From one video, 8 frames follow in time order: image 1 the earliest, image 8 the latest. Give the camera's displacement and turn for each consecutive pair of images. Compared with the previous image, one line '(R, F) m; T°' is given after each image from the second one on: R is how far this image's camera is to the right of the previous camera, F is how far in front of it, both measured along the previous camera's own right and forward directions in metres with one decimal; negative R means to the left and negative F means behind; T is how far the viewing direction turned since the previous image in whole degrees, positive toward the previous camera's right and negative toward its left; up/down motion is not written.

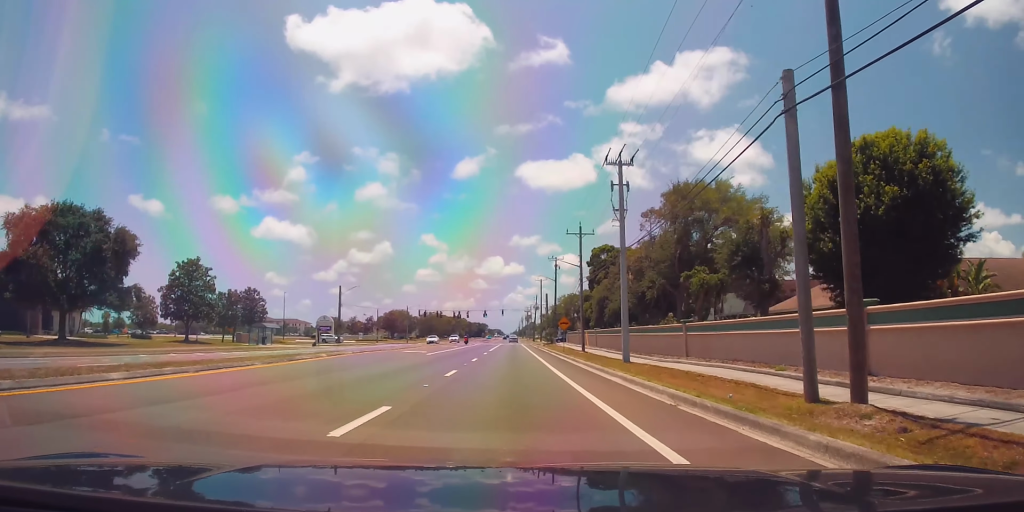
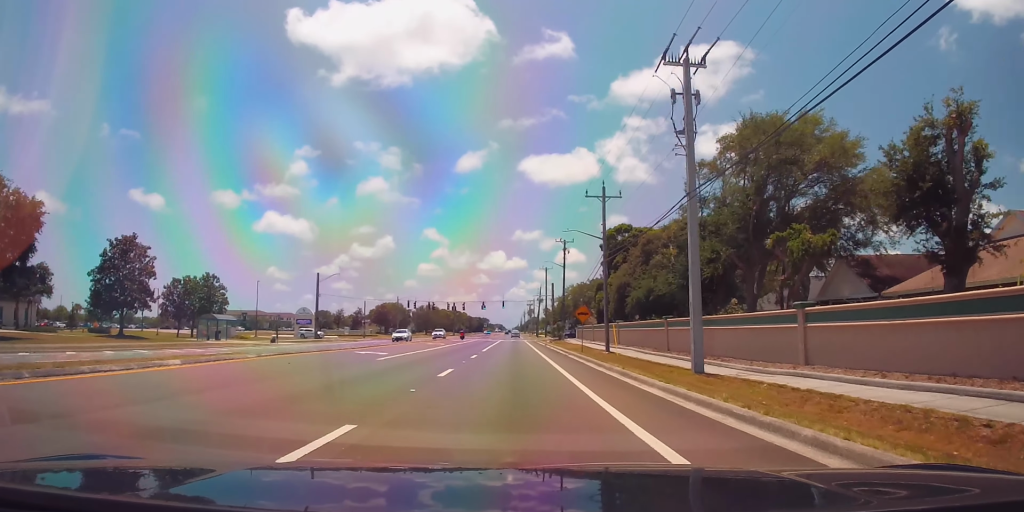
(0.0, +14.9) m; 0°
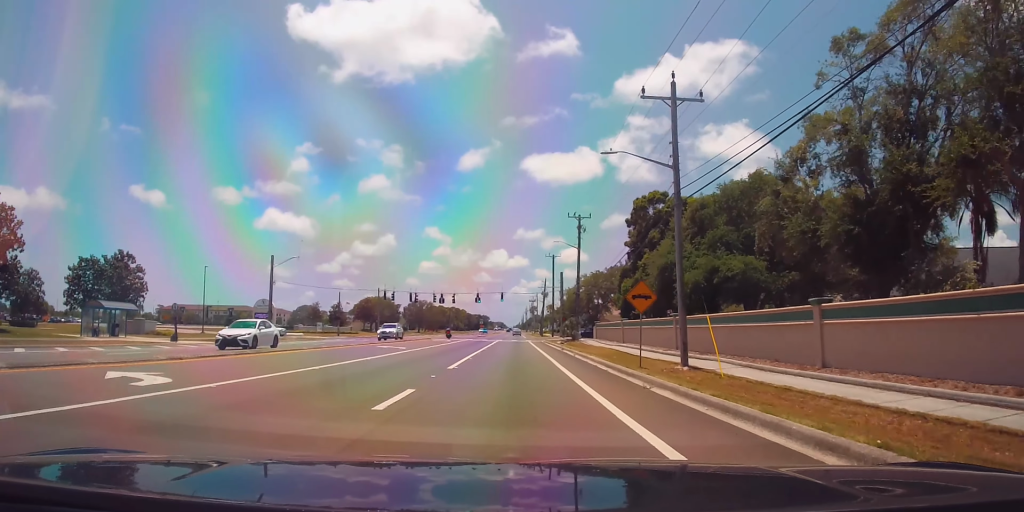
(0.0, +19.9) m; -1°
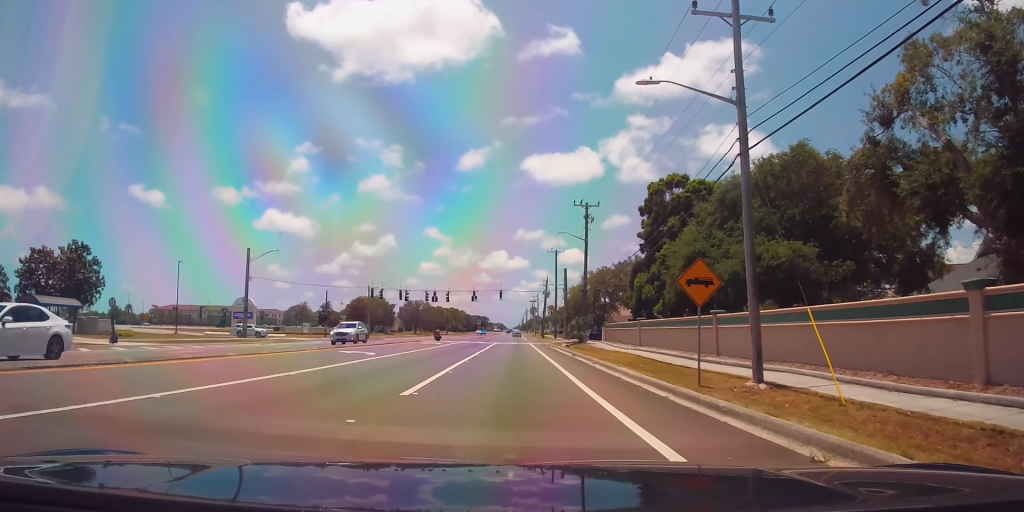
(0.0, +7.4) m; 0°
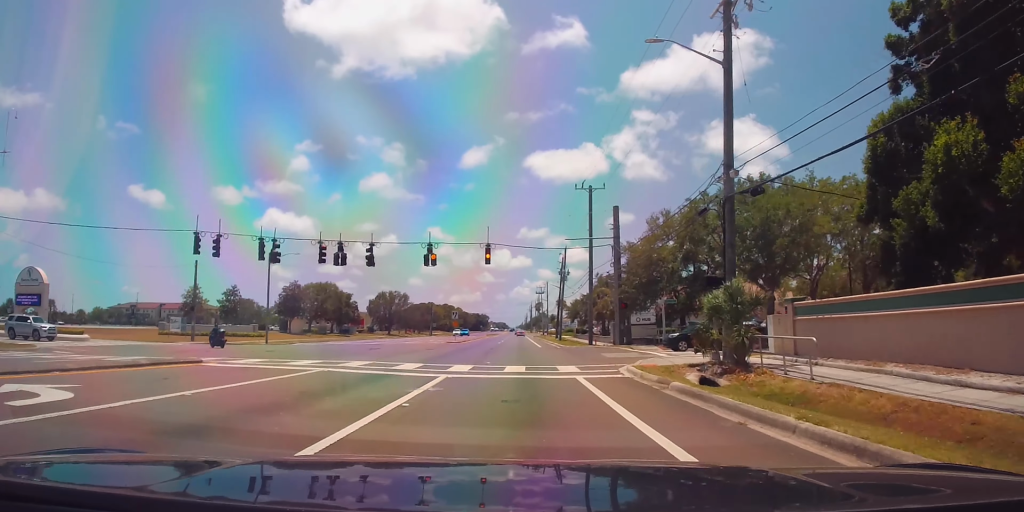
(+0.4, +45.1) m; +2°
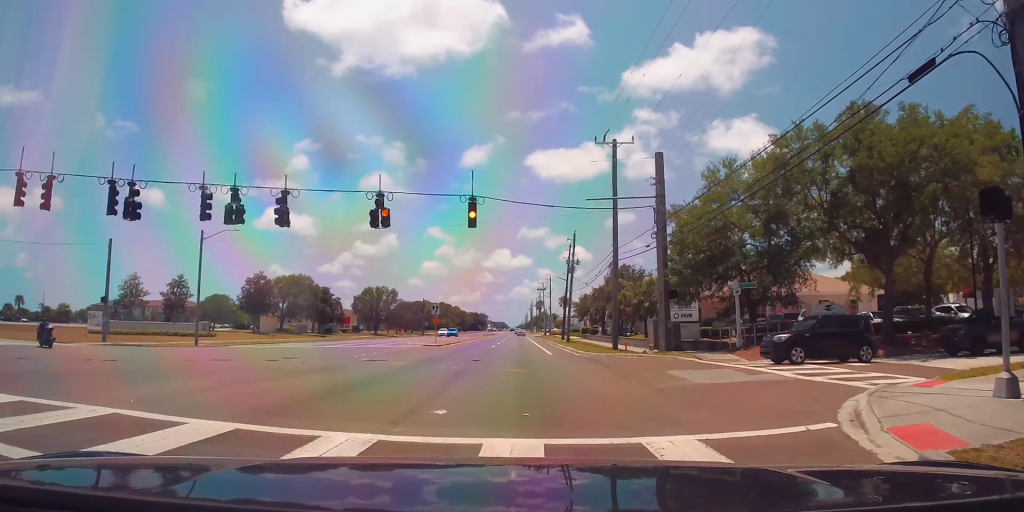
(0.0, +14.3) m; 0°
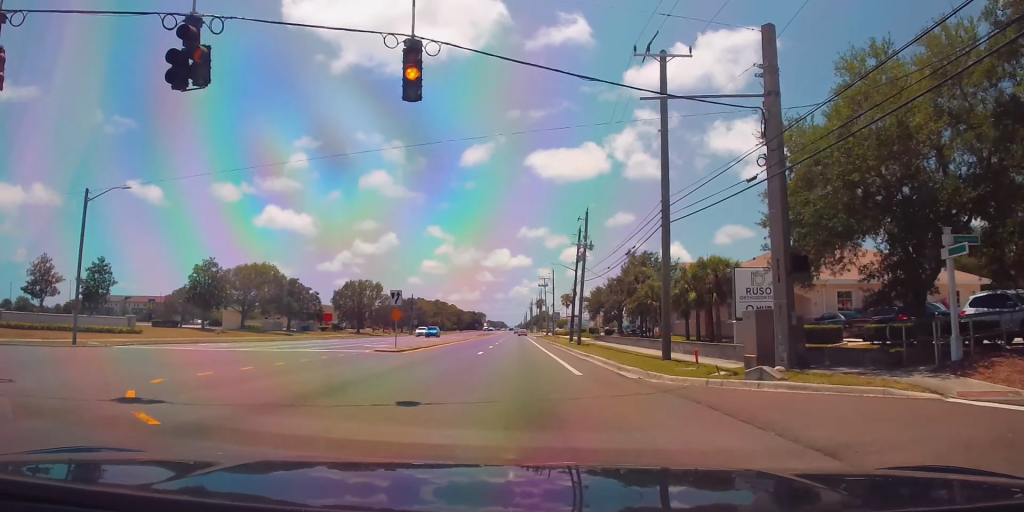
(0.0, +14.6) m; 0°
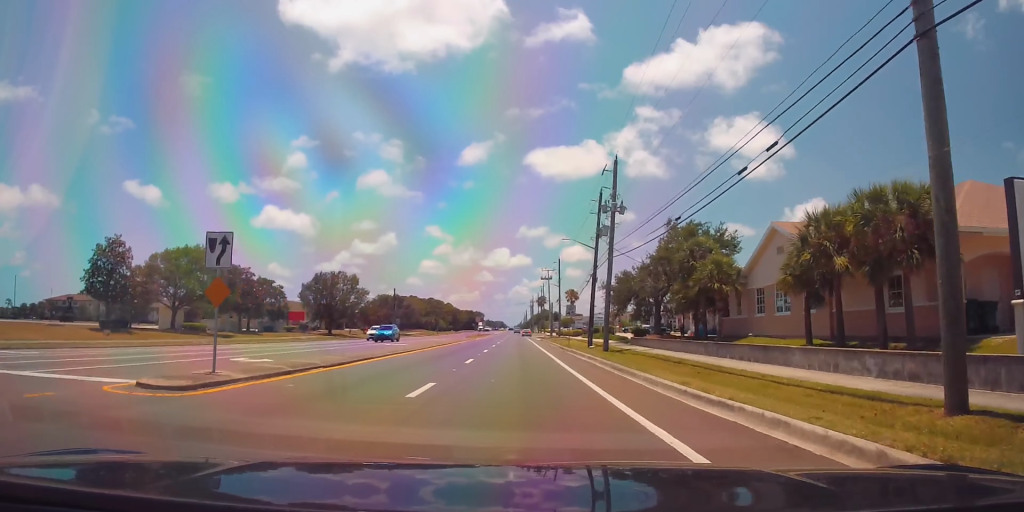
(0.0, +19.0) m; 0°
